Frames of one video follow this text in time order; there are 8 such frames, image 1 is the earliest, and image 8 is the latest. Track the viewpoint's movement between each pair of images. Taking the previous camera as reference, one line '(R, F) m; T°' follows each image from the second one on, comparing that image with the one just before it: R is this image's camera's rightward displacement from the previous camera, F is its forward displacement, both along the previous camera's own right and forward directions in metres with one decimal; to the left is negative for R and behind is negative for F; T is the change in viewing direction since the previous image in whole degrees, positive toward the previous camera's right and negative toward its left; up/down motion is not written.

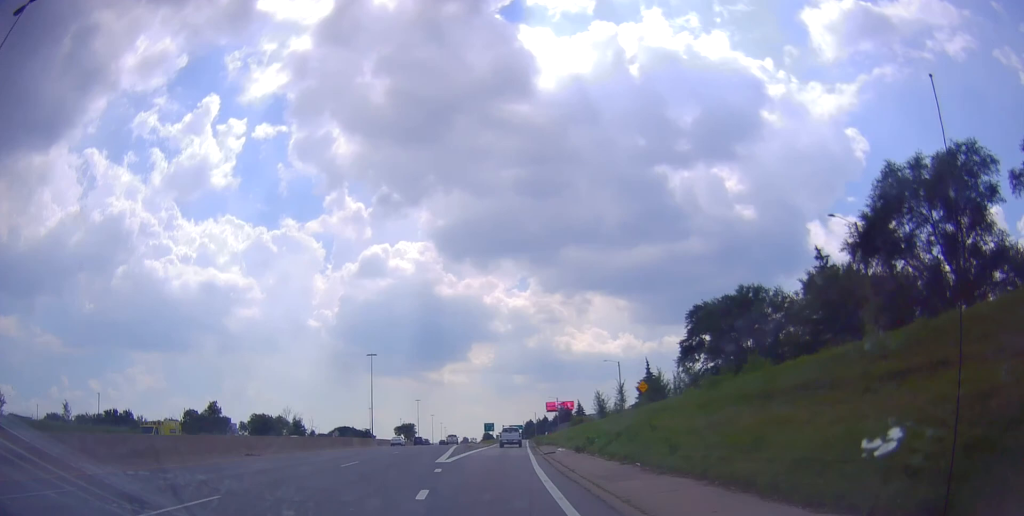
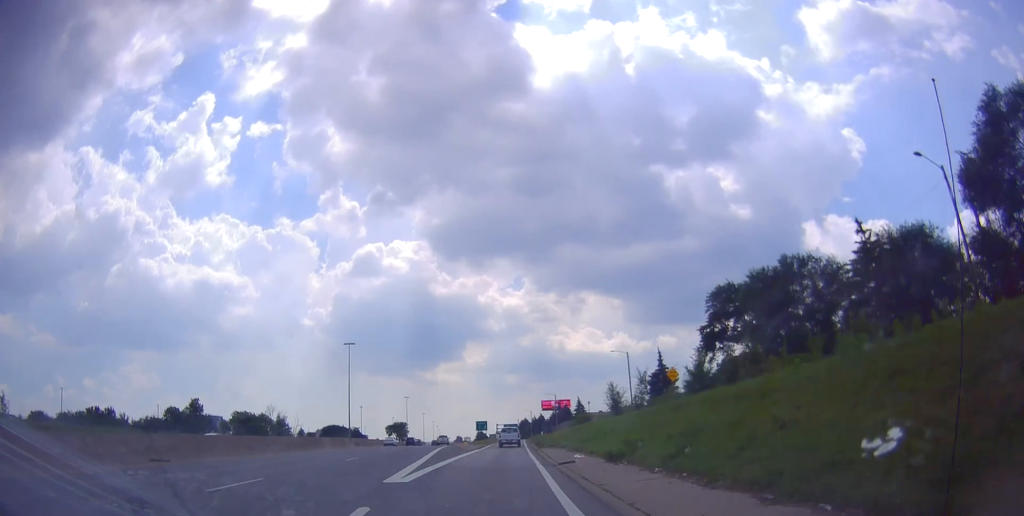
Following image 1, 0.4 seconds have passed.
(+0.1, +10.4) m; 0°
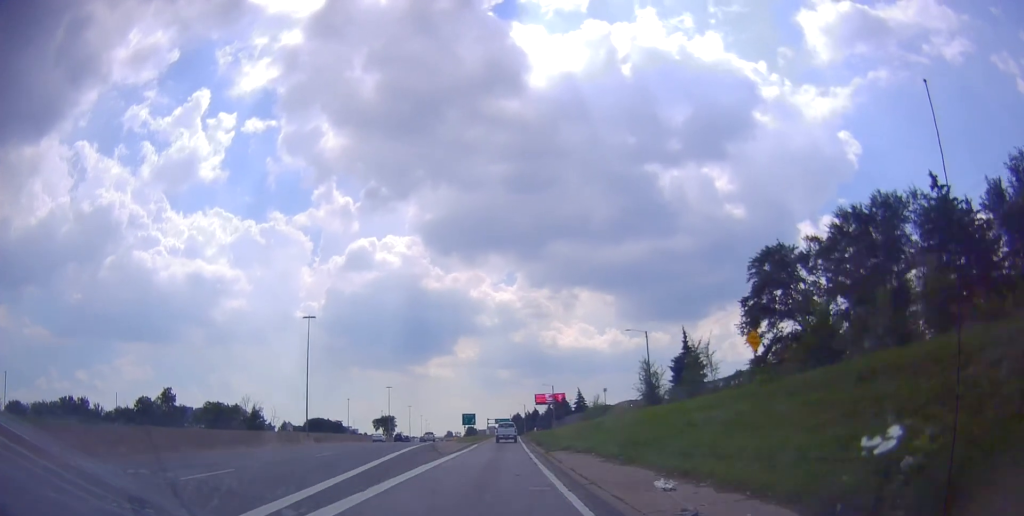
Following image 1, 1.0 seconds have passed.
(-0.2, +14.4) m; 0°
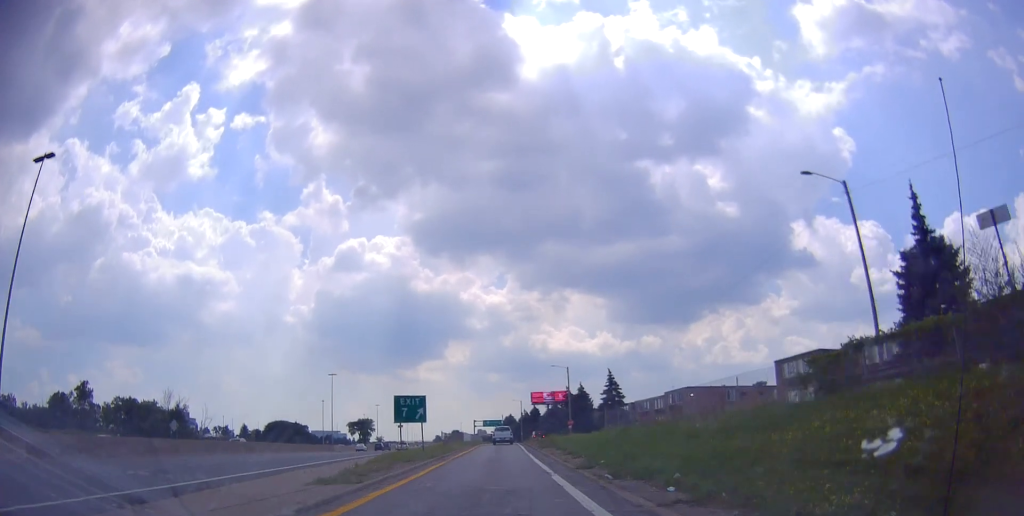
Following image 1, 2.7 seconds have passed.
(+1.0, +44.0) m; +2°
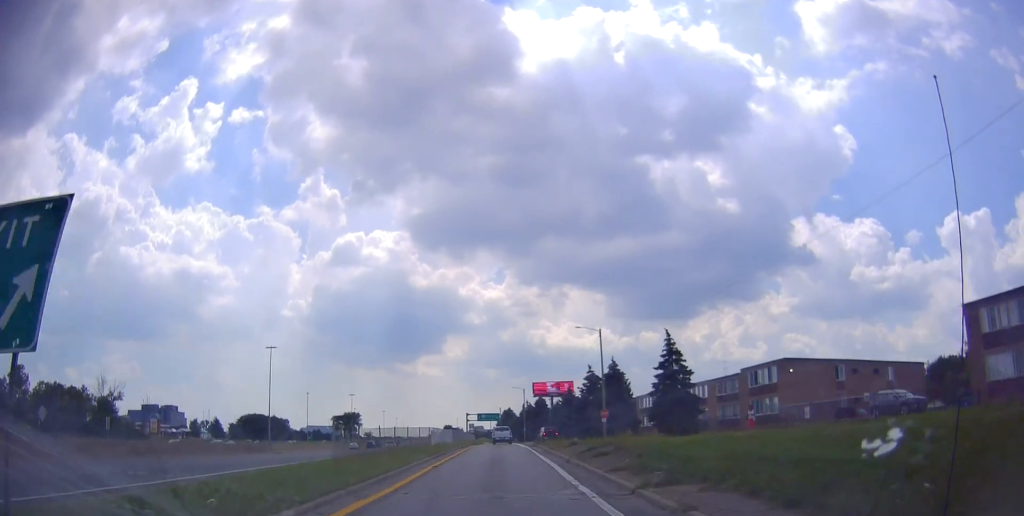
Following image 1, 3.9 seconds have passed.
(+0.2, +29.2) m; 0°
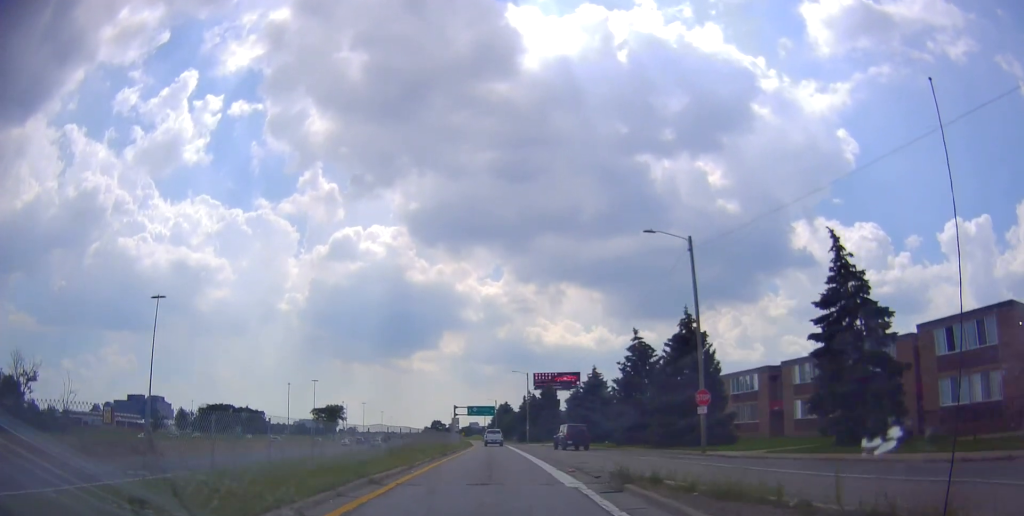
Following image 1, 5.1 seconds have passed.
(-0.3, +28.5) m; 0°
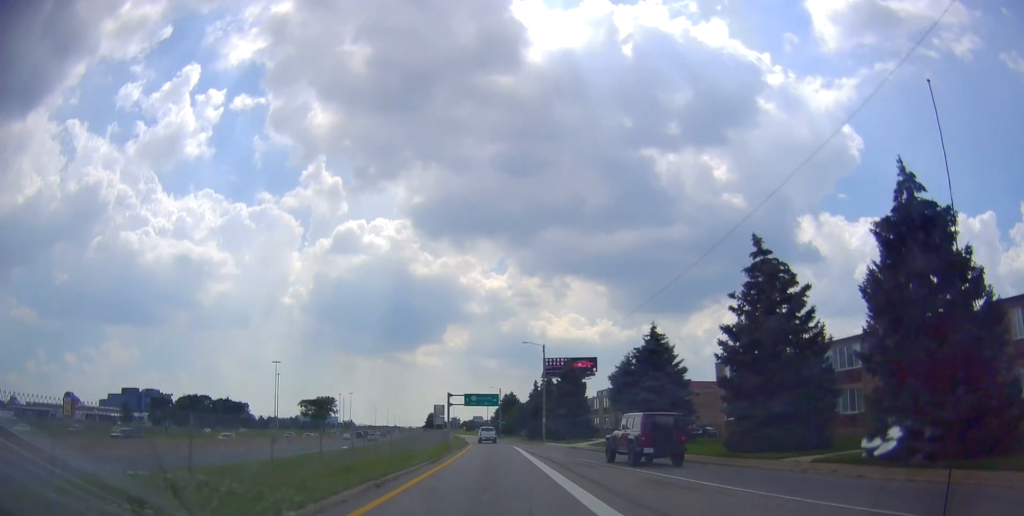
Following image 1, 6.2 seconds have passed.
(+0.4, +24.8) m; 0°
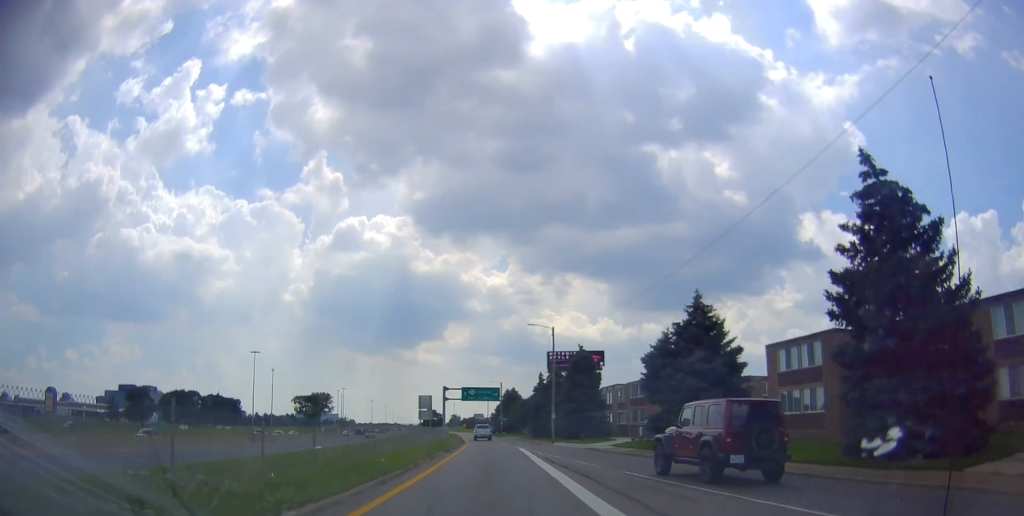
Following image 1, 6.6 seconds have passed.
(-0.1, +9.9) m; 0°
